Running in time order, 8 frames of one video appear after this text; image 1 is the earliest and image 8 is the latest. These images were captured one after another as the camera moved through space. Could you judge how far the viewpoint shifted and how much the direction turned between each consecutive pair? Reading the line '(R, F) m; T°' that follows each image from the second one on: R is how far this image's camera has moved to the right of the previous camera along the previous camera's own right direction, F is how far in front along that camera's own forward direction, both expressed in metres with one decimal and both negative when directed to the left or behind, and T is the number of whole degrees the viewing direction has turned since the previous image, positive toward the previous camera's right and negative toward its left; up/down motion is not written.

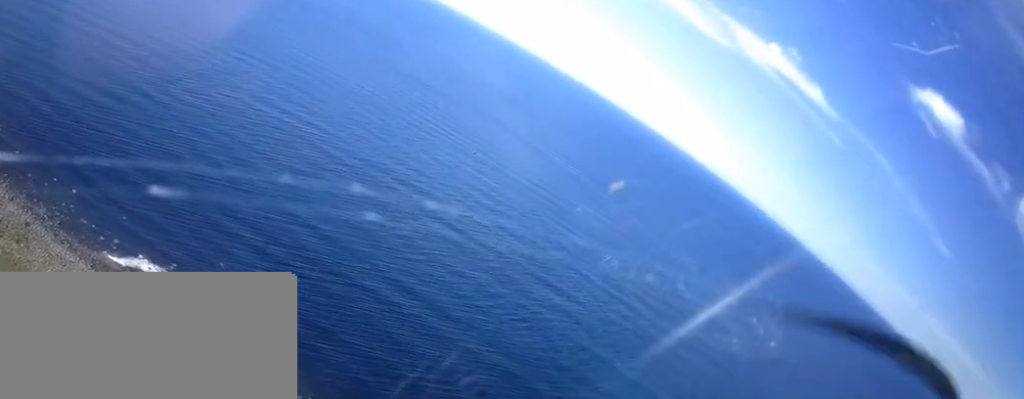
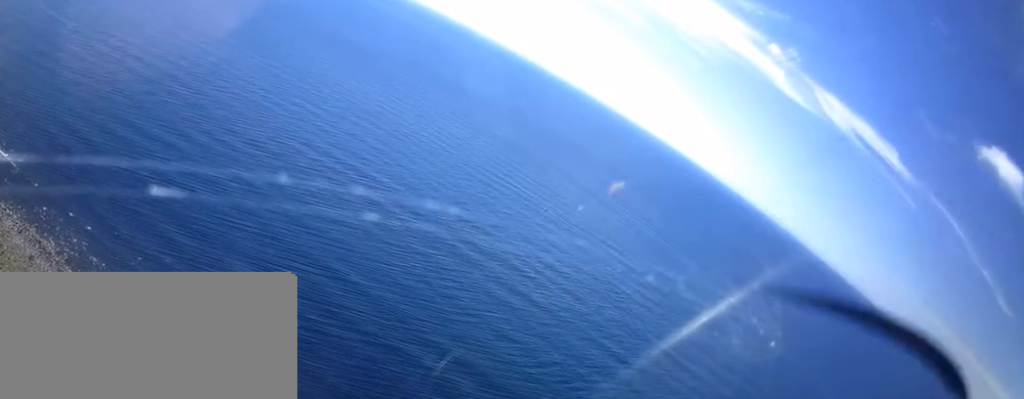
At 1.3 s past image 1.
(-6.1, +62.2) m; -10°
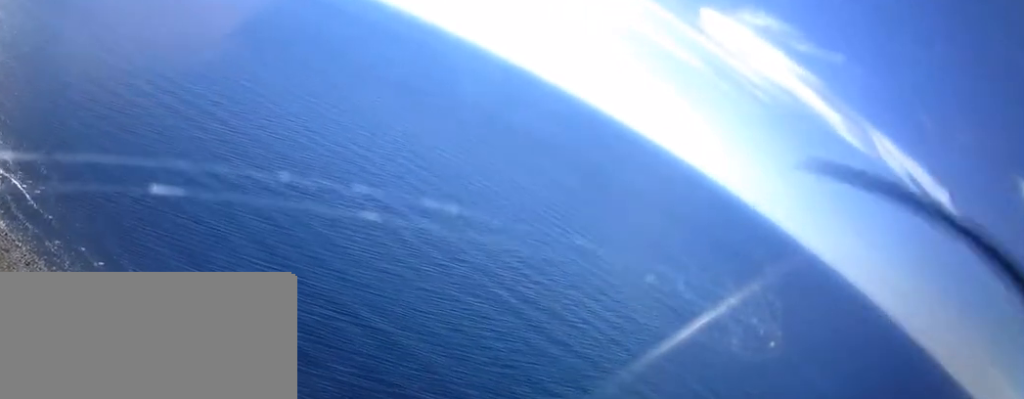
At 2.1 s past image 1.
(-1.9, +40.5) m; -5°
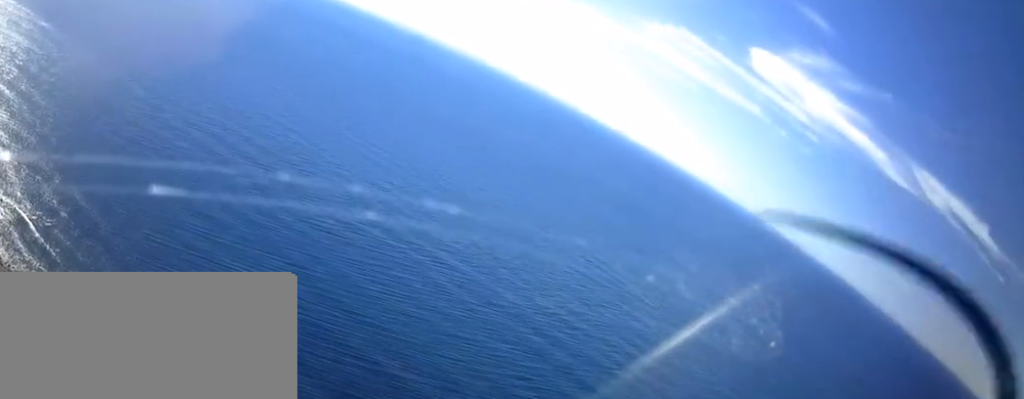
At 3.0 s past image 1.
(-1.8, +41.7) m; -5°
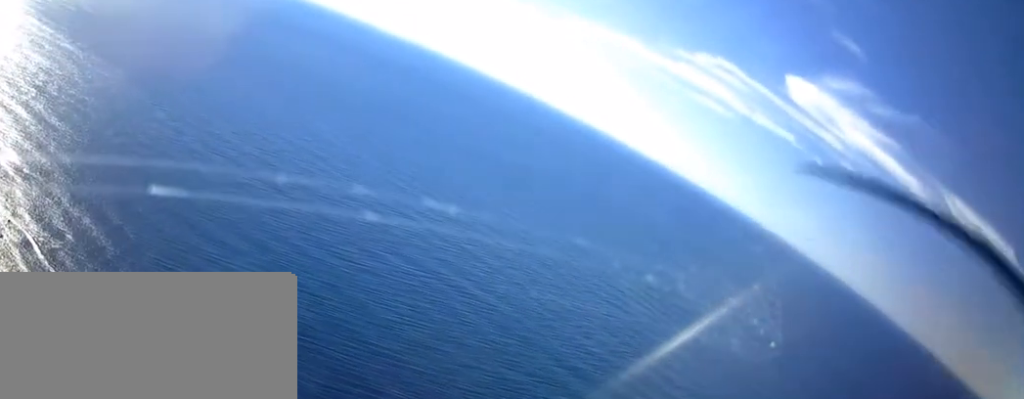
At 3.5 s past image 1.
(-0.6, +27.1) m; -3°
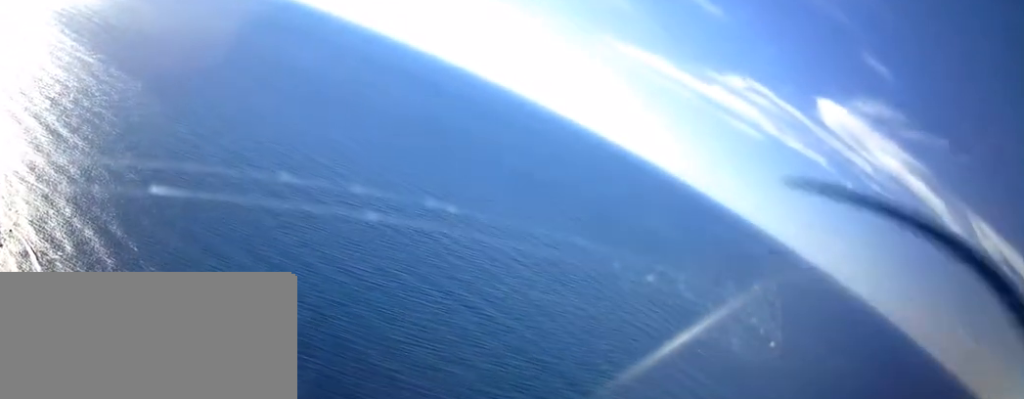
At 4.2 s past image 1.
(-1.2, +30.0) m; -3°
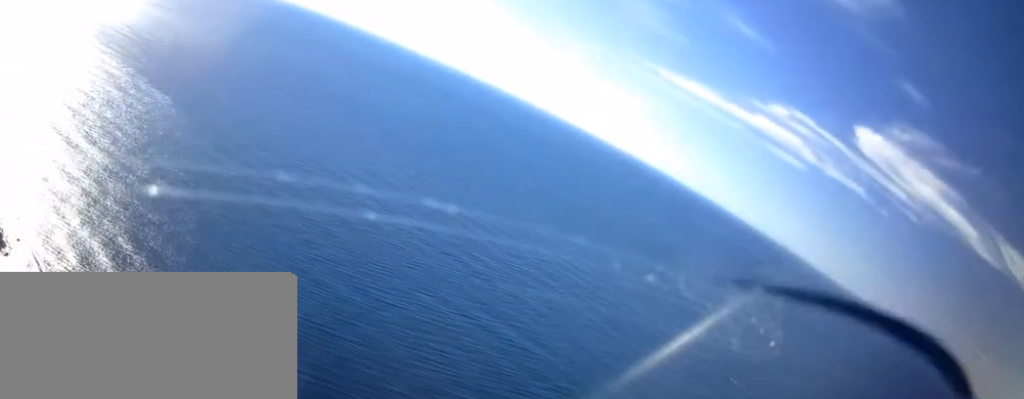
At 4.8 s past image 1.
(-0.7, +31.5) m; -4°
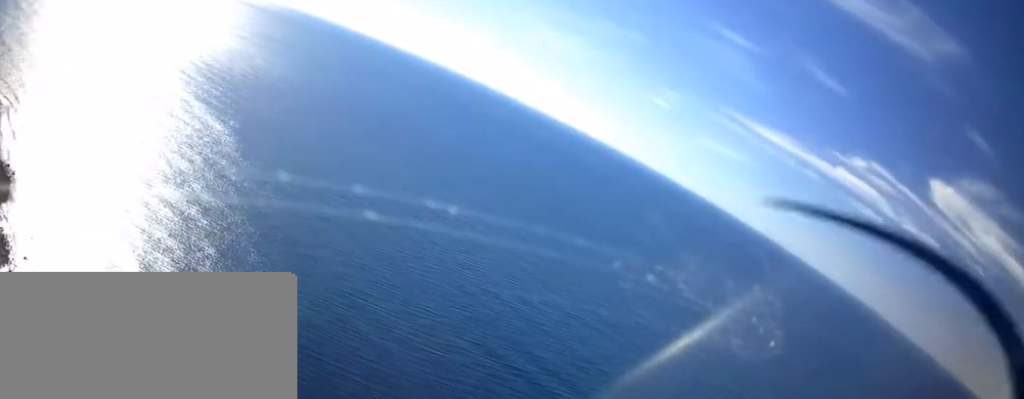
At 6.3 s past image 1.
(-5.1, +69.8) m; -8°
